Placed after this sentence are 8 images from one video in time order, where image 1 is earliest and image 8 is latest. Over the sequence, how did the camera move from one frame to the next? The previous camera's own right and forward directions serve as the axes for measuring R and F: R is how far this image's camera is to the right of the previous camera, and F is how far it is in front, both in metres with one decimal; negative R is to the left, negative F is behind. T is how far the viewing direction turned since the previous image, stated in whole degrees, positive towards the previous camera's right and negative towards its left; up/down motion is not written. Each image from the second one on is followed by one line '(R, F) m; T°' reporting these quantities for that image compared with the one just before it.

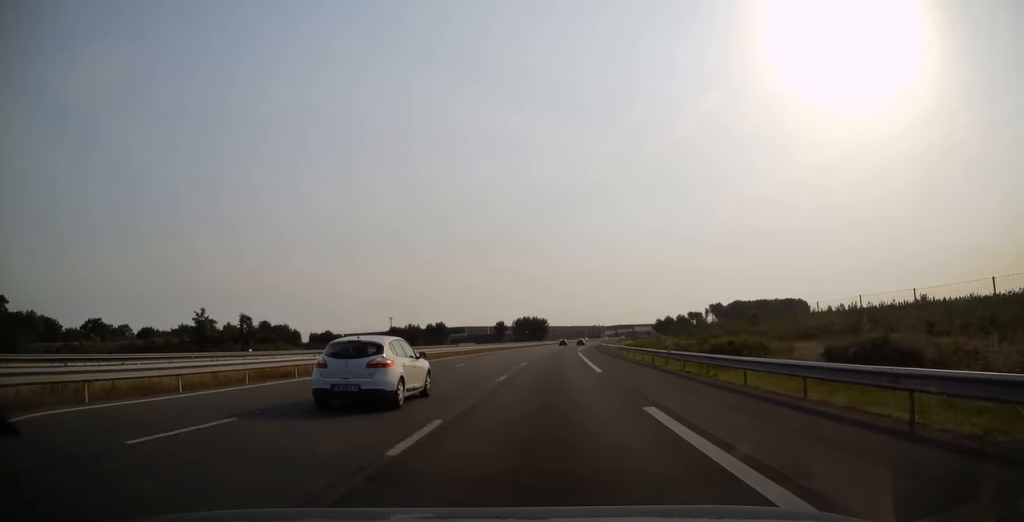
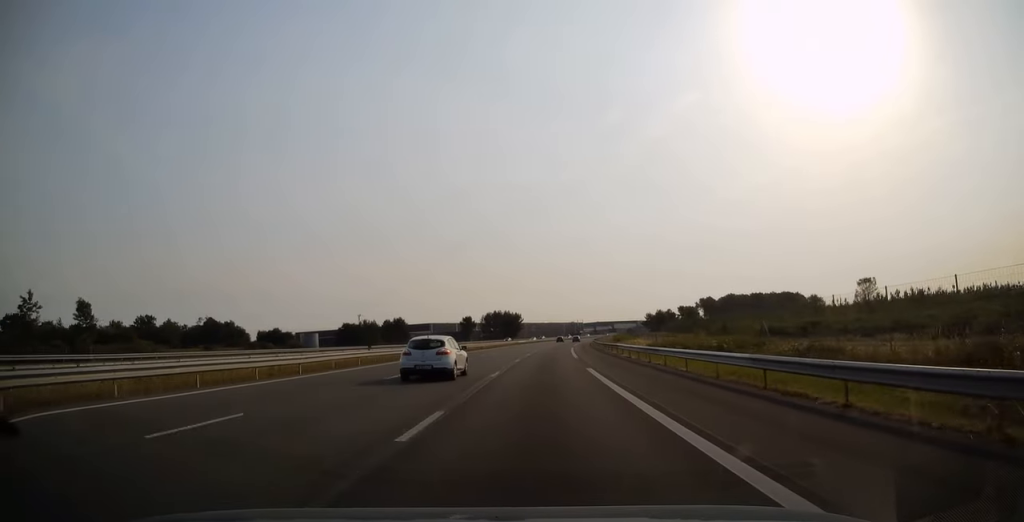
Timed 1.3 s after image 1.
(+0.5, +38.5) m; +2°
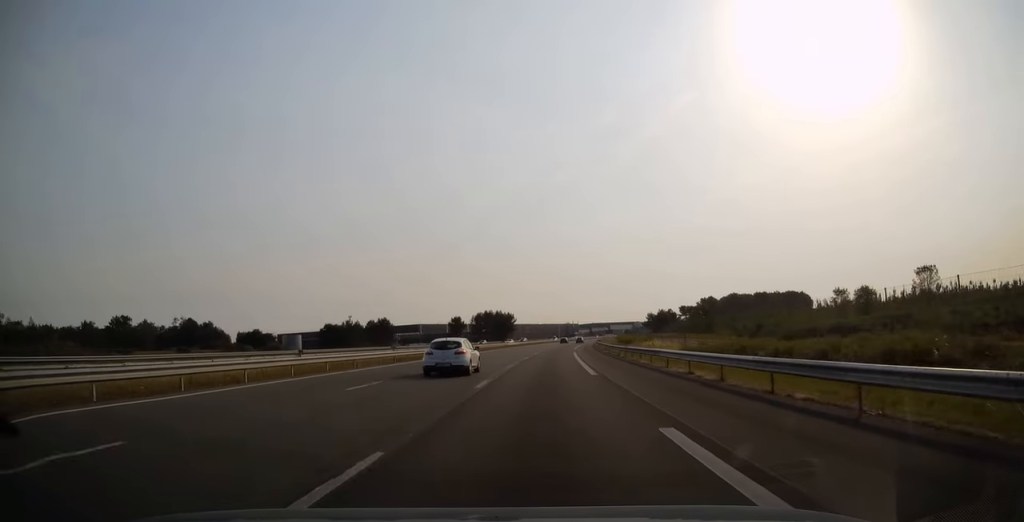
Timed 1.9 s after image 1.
(+0.1, +16.8) m; +1°
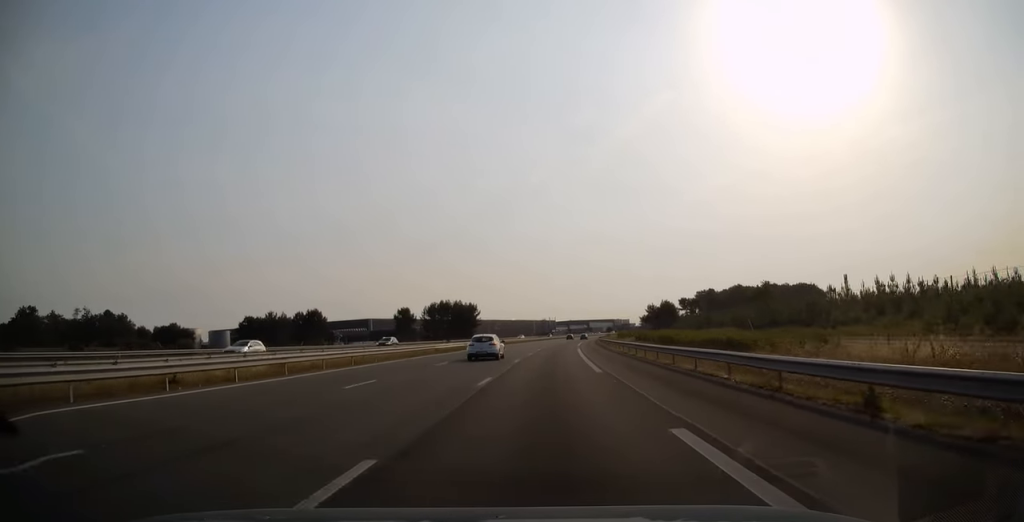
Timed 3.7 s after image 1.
(+1.1, +52.8) m; +2°
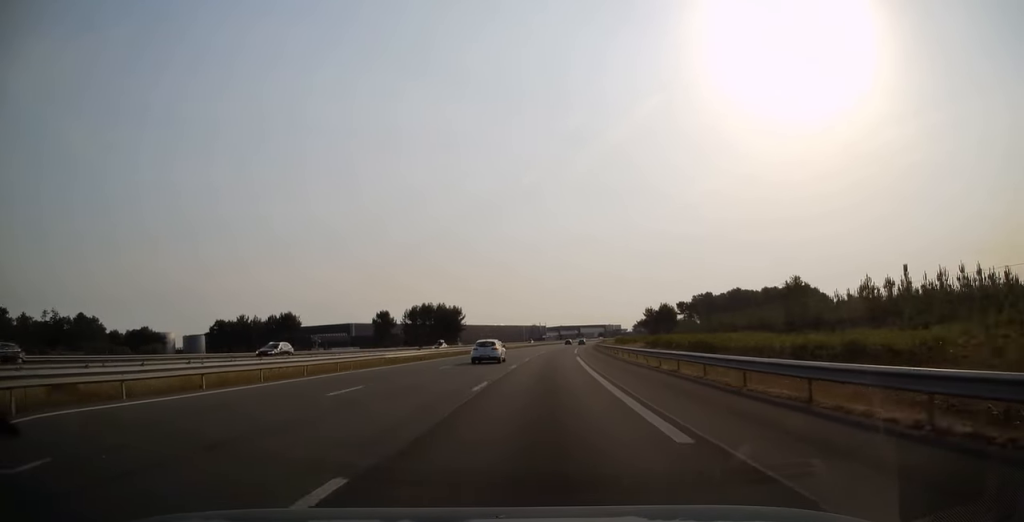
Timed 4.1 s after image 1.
(0.0, +13.8) m; +1°
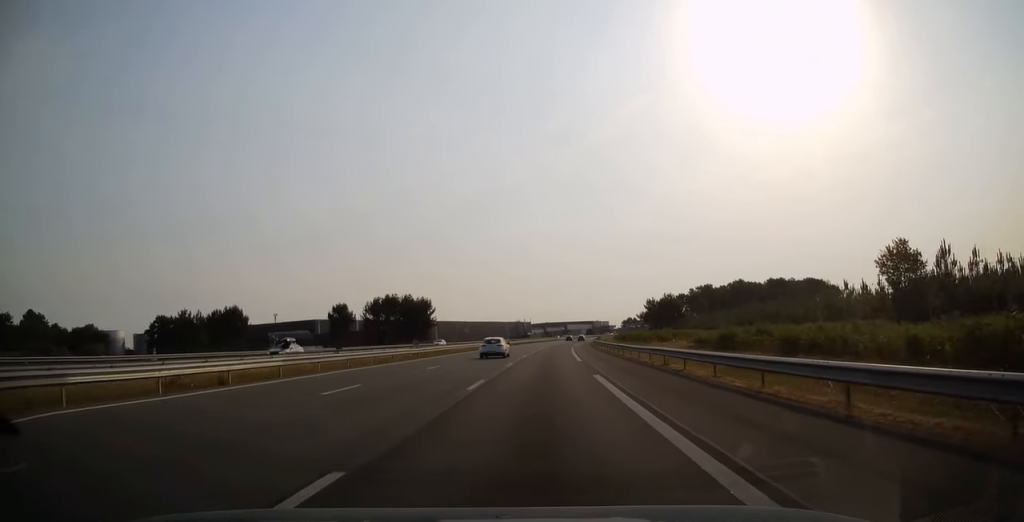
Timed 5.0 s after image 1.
(+0.3, +26.1) m; +2°
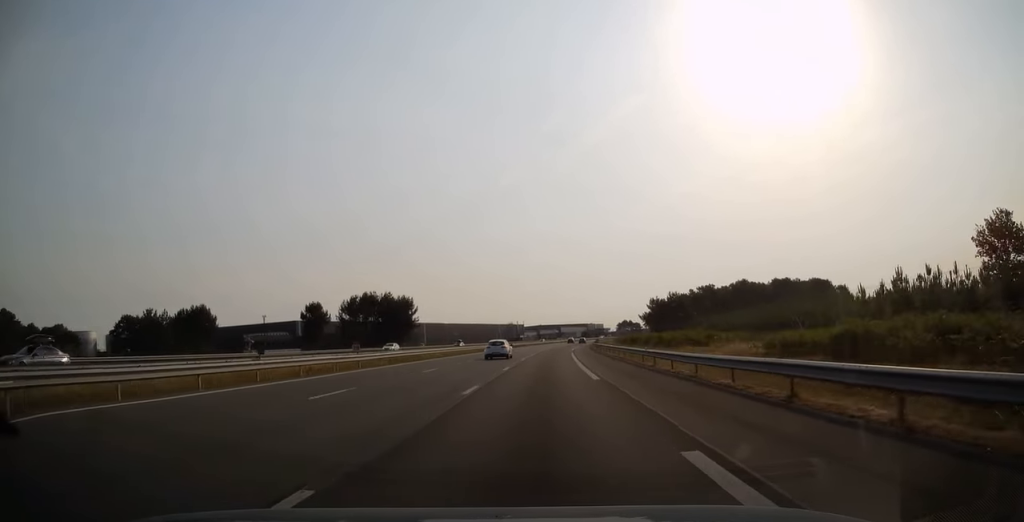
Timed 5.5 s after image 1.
(+0.2, +13.8) m; +1°
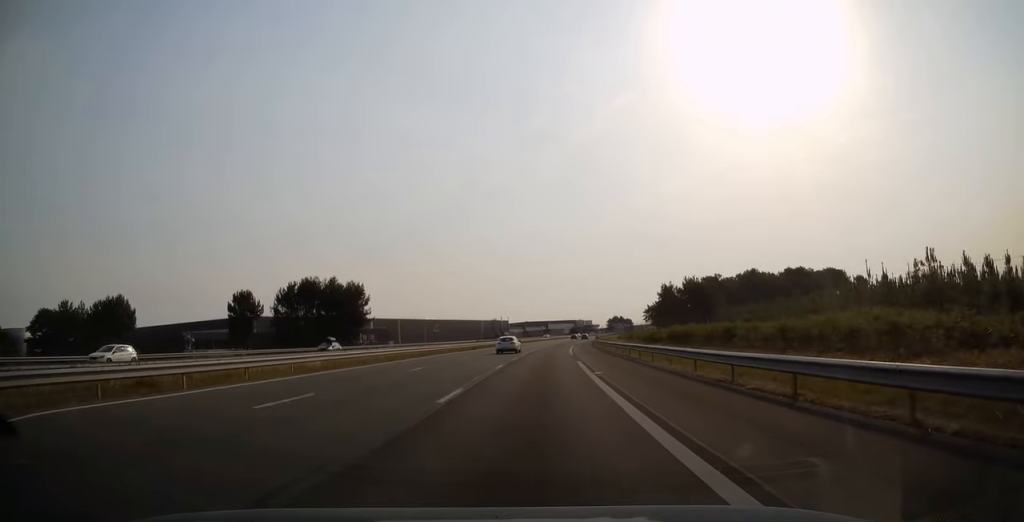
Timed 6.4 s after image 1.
(+0.4, +28.6) m; +2°
